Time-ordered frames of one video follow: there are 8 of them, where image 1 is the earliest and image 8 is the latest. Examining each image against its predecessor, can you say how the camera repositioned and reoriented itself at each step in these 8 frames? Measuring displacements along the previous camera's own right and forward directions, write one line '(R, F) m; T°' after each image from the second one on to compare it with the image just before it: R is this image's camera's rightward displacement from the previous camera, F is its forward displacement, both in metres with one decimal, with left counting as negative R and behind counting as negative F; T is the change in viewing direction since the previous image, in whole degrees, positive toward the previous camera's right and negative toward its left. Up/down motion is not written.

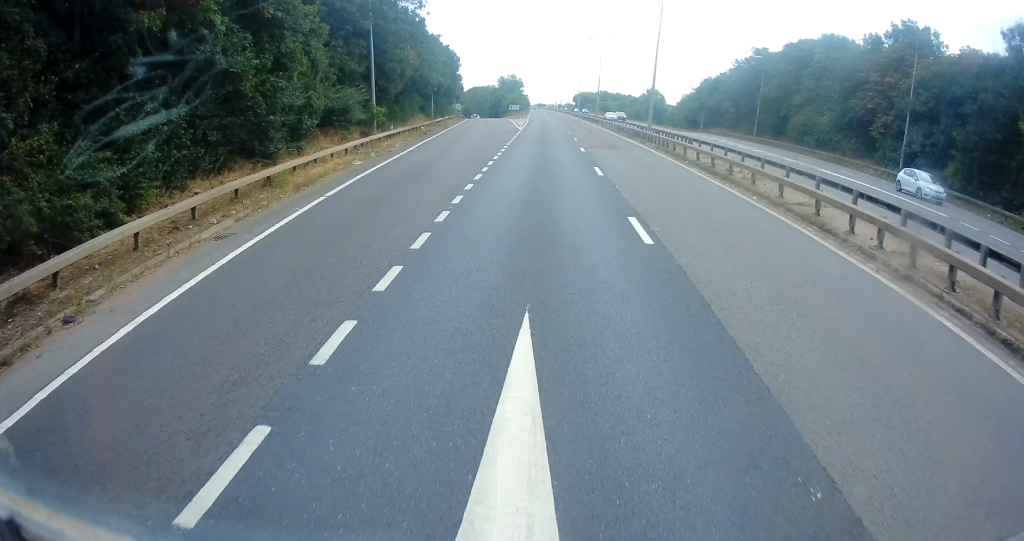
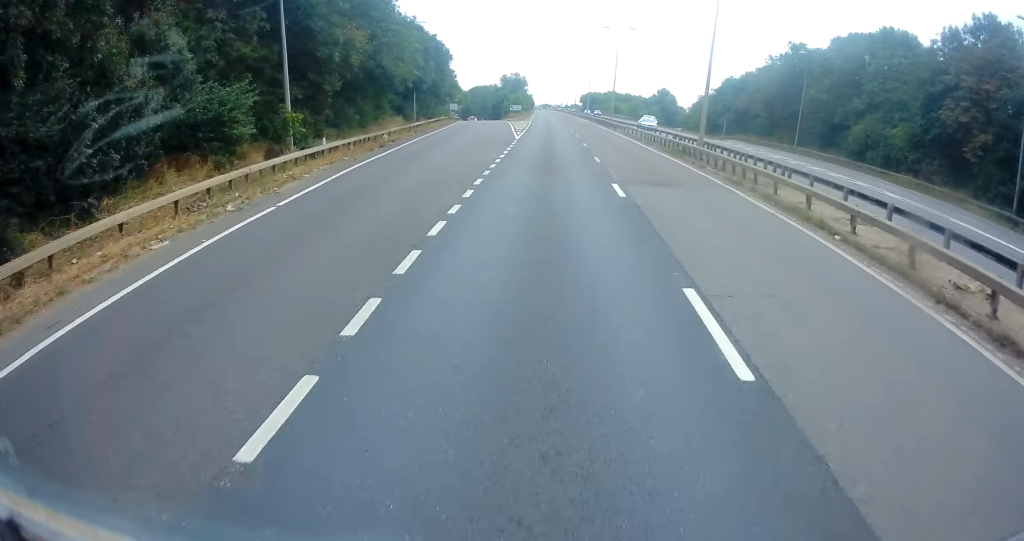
(-0.3, +14.0) m; 0°
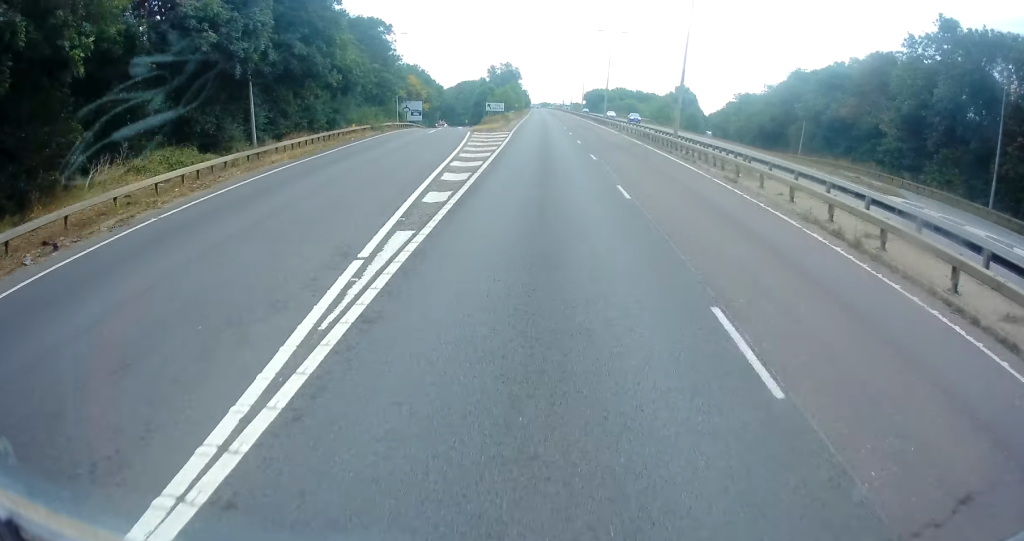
(+0.7, +38.6) m; +1°
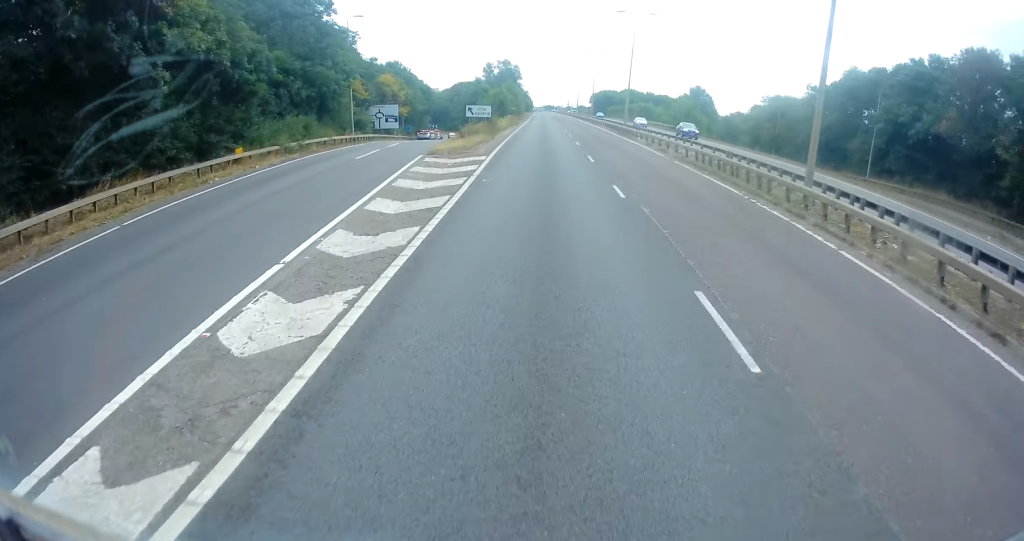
(0.0, +18.6) m; 0°
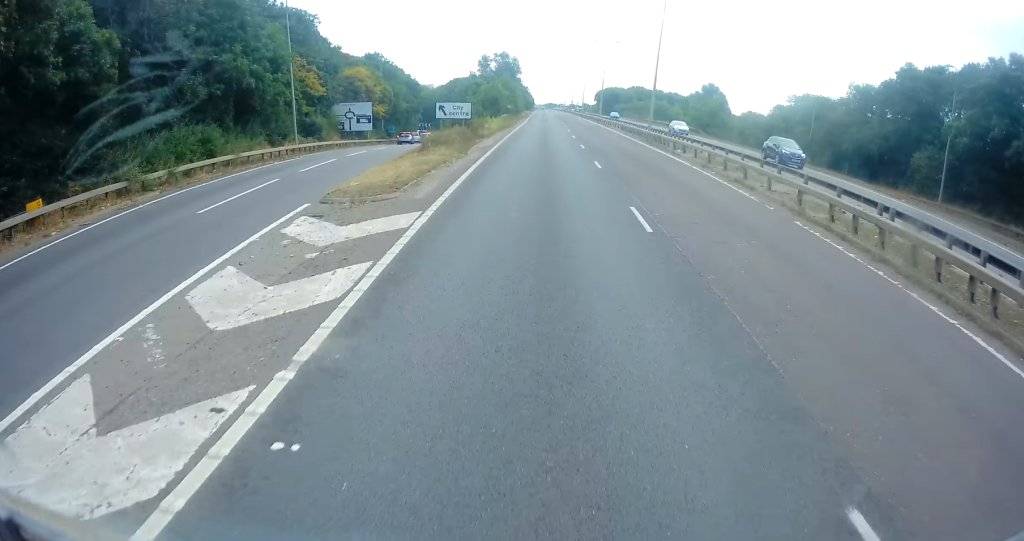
(-0.1, +13.5) m; 0°
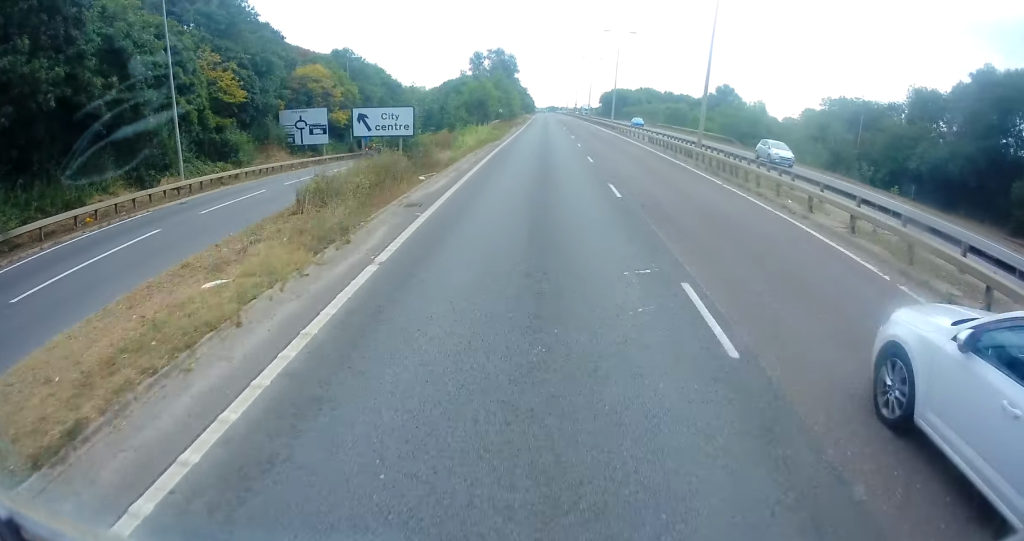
(0.0, +15.0) m; 0°
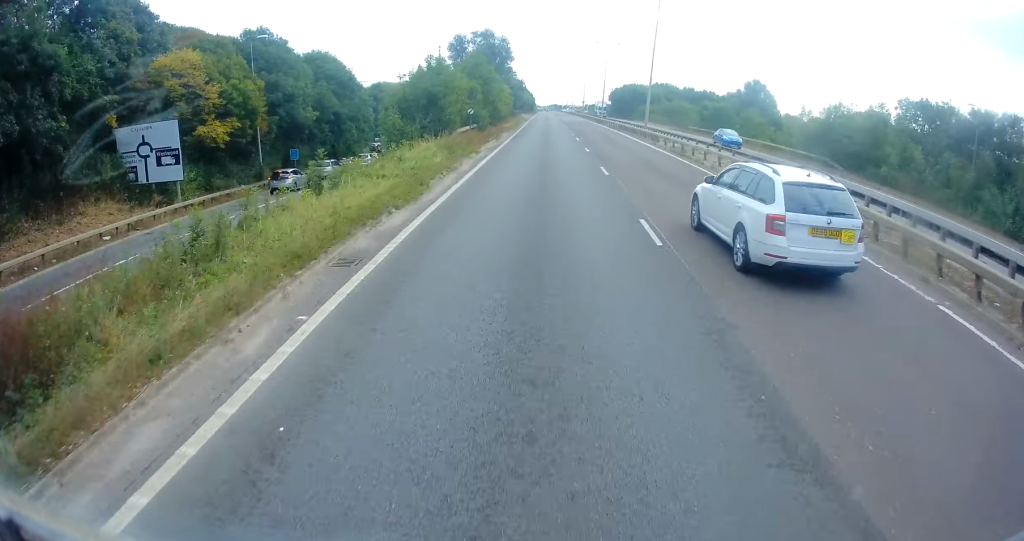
(-0.2, +24.3) m; -1°
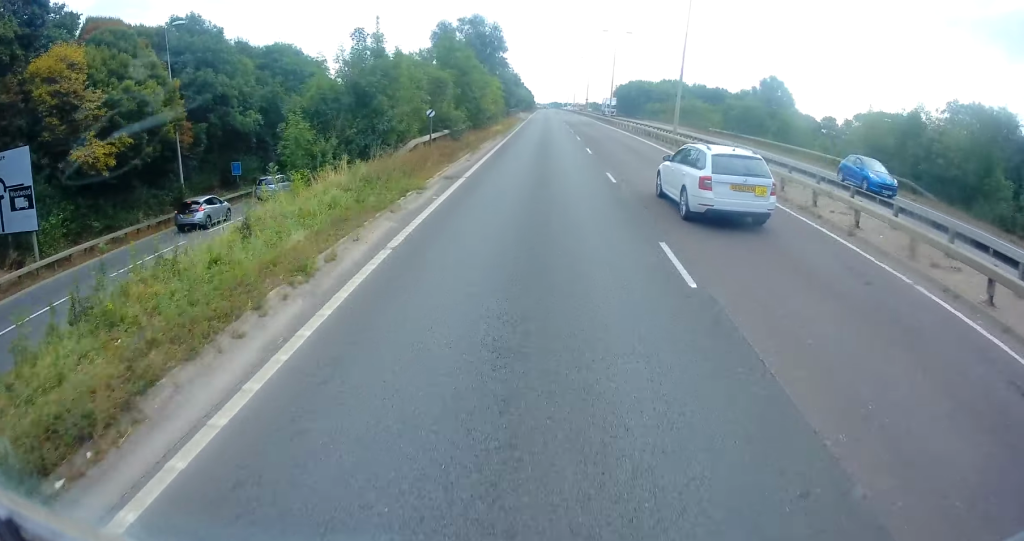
(-0.2, +11.7) m; 0°
